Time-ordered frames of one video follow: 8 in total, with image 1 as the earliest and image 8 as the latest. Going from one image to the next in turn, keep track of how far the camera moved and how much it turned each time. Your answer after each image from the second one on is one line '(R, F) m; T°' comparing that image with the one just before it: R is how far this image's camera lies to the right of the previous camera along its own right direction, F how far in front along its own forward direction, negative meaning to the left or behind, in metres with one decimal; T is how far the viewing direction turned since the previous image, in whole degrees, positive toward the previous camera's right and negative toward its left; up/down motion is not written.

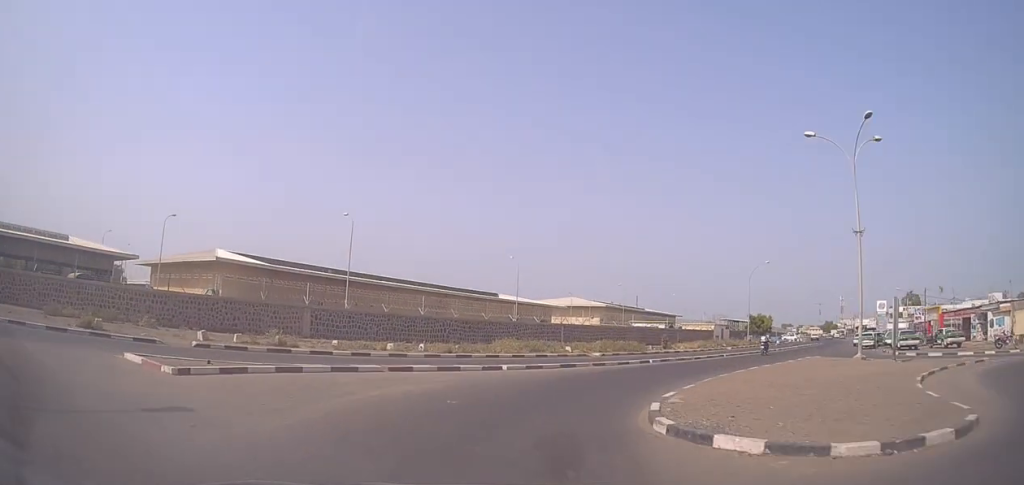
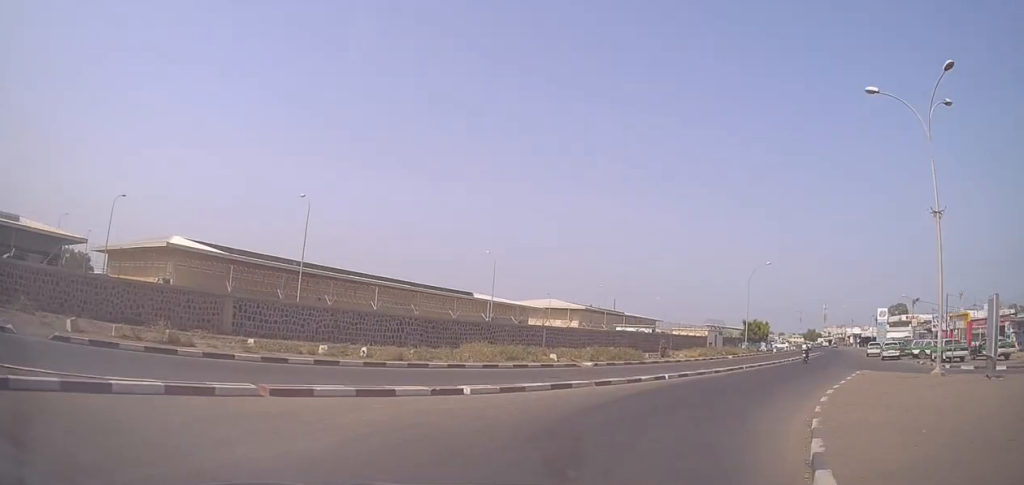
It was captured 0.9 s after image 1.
(-0.4, +7.6) m; +3°
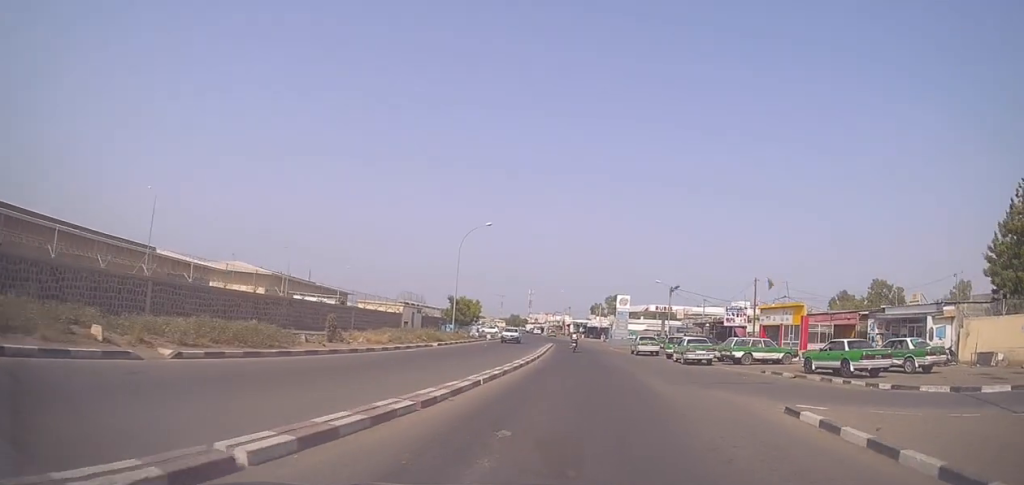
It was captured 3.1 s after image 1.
(+4.2, +16.6) m; +27°
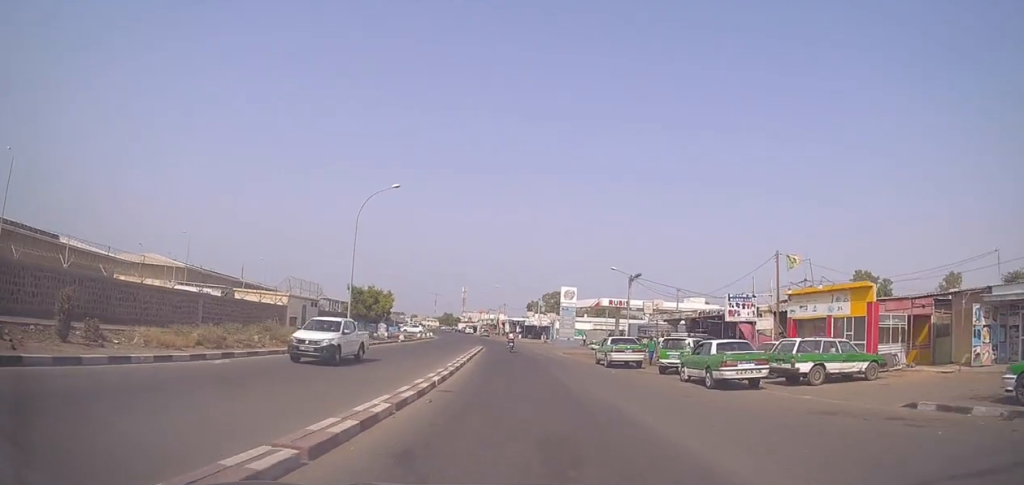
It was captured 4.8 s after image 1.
(+1.6, +14.1) m; +6°
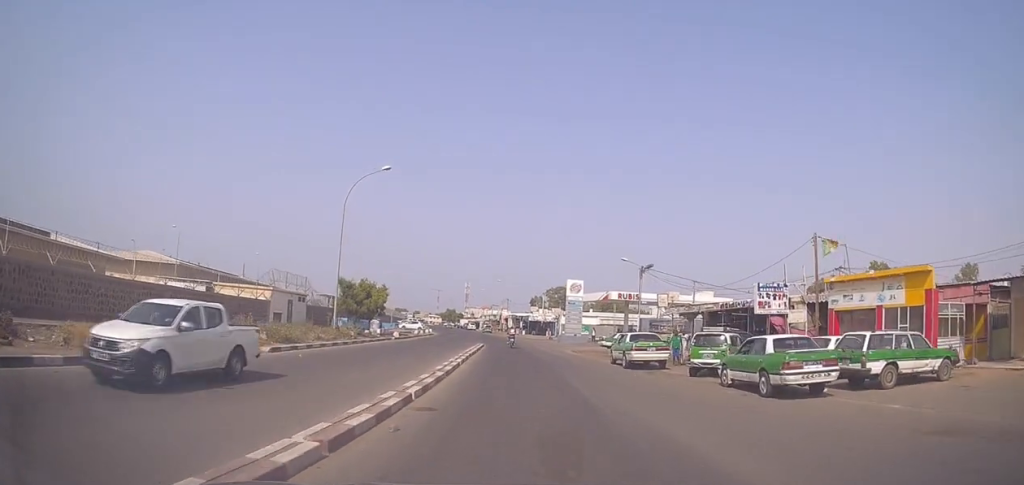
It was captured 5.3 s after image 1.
(0.0, +4.0) m; 0°
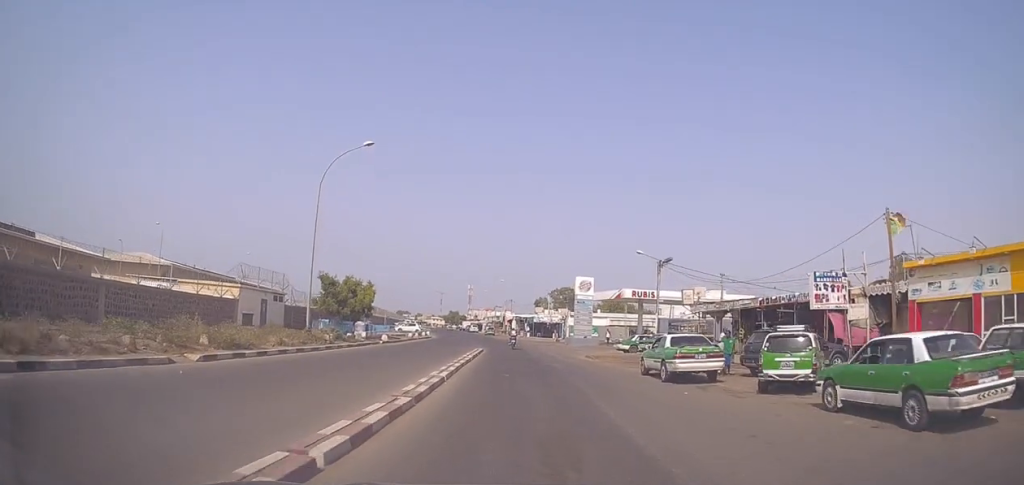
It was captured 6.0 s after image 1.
(0.0, +6.1) m; 0°
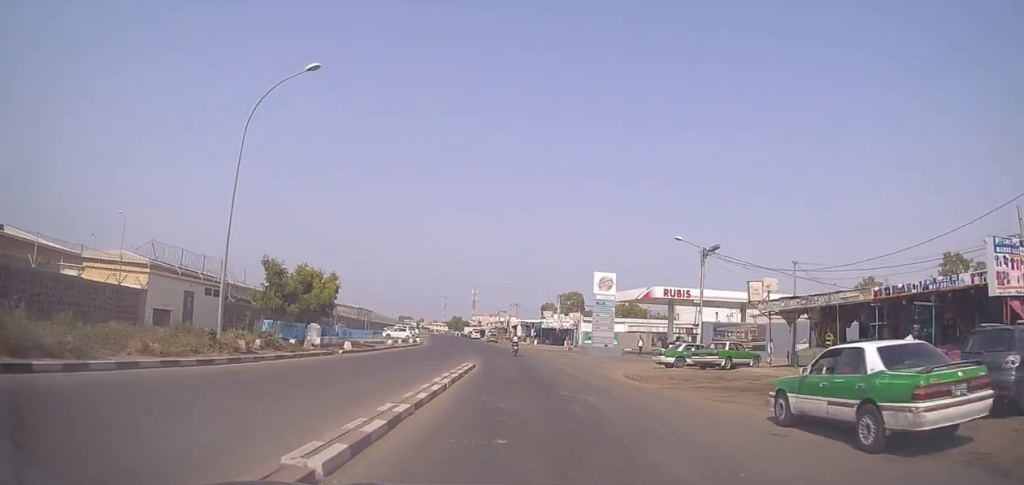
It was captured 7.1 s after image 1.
(-0.2, +10.6) m; -3°
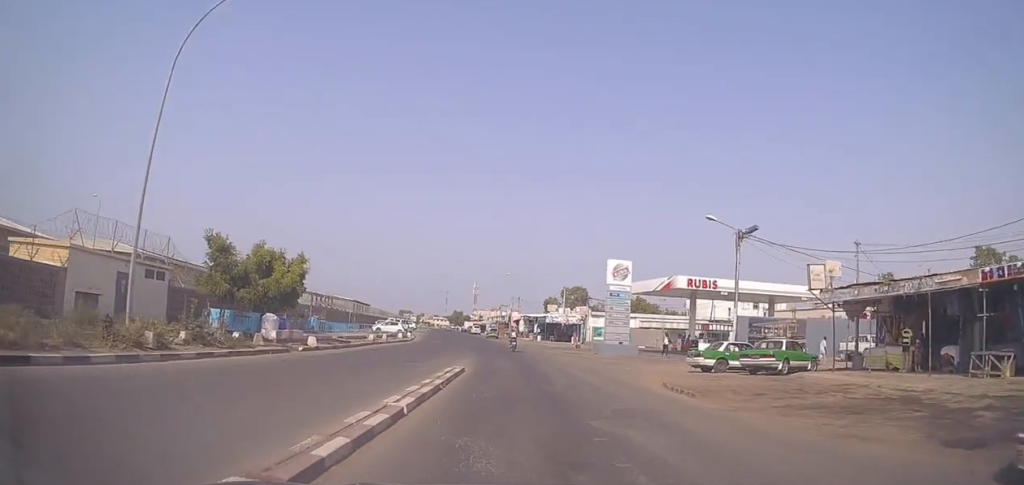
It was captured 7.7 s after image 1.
(-0.3, +5.9) m; 0°
